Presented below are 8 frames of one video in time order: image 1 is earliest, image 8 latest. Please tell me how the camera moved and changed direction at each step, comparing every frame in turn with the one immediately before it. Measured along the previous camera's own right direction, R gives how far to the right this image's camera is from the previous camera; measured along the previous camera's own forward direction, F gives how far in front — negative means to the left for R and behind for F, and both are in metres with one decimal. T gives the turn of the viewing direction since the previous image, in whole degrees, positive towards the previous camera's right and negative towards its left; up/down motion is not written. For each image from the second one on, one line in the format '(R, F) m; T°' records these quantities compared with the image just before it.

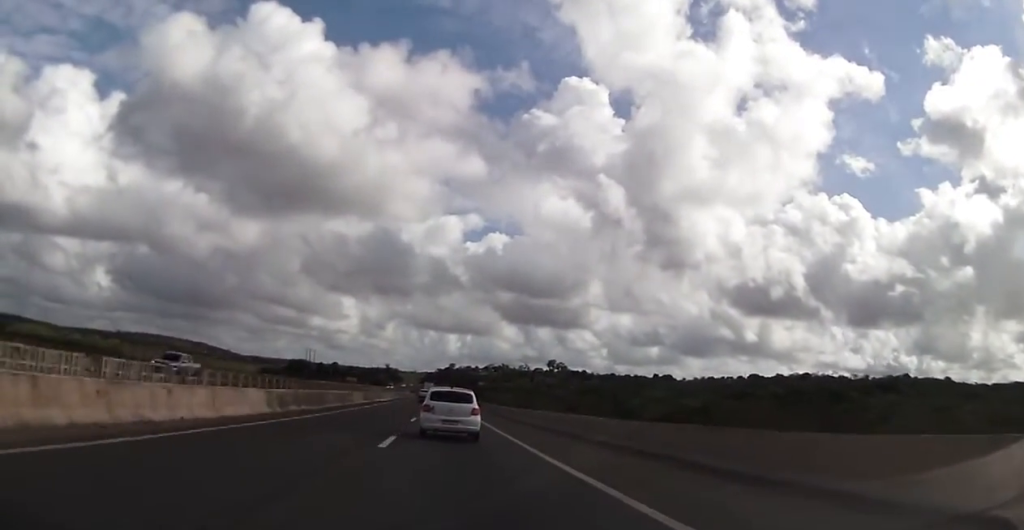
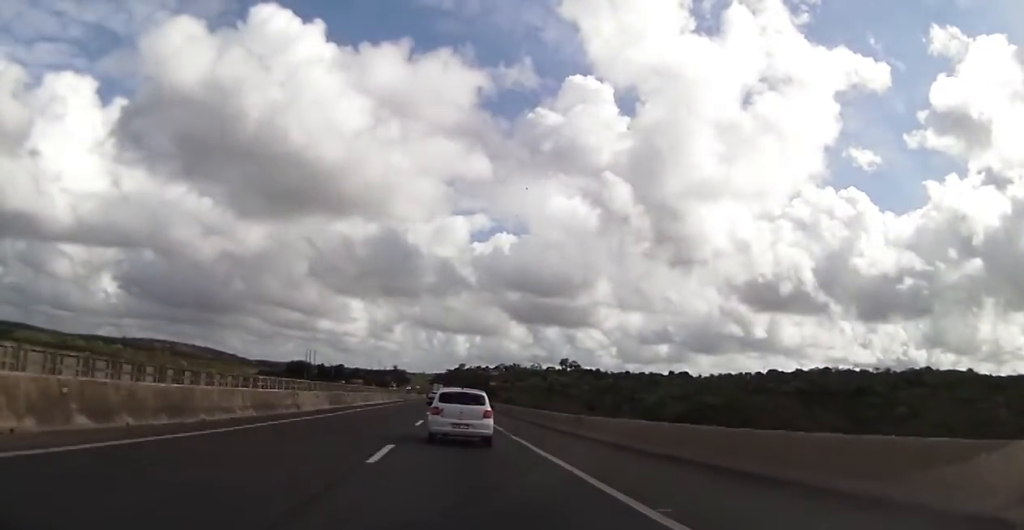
(-0.3, +19.5) m; -1°
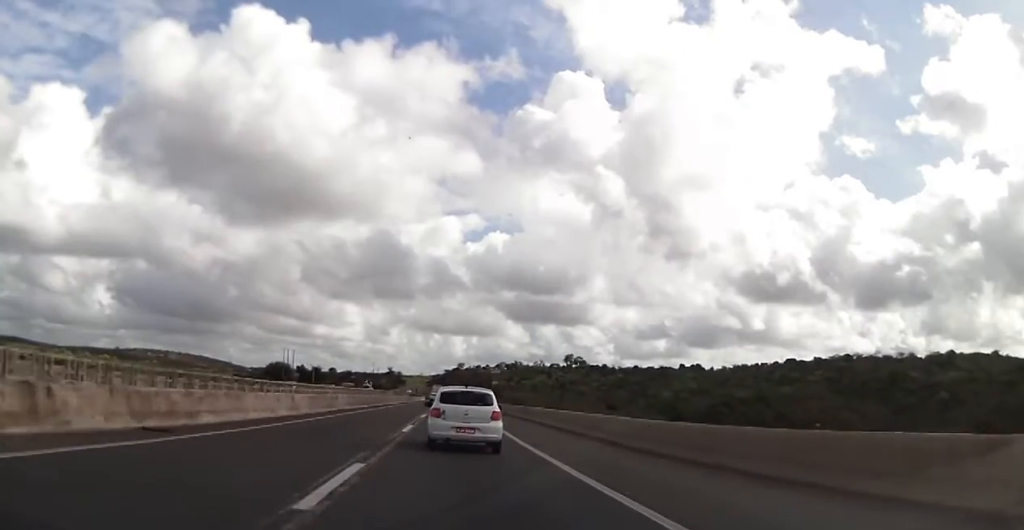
(+0.1, +36.9) m; 0°
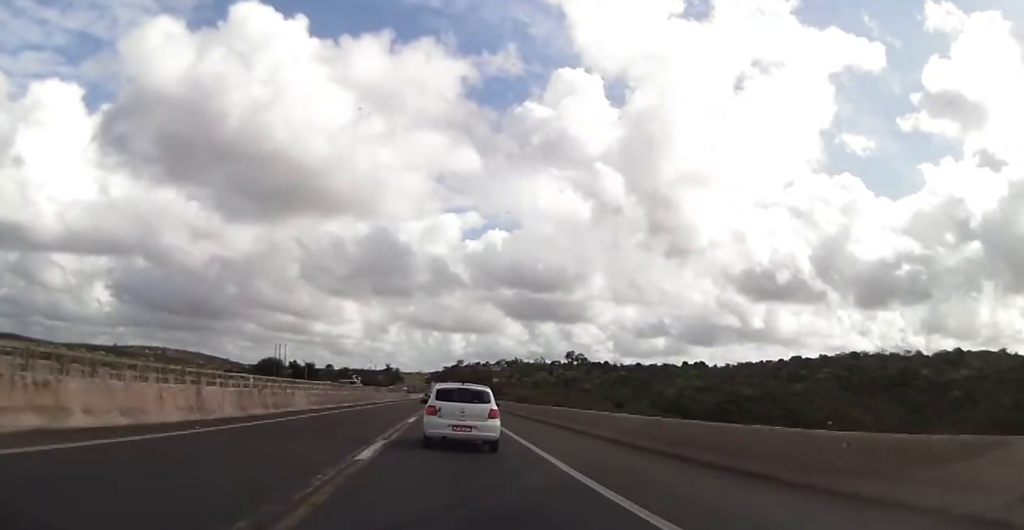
(-0.2, +11.0) m; -1°
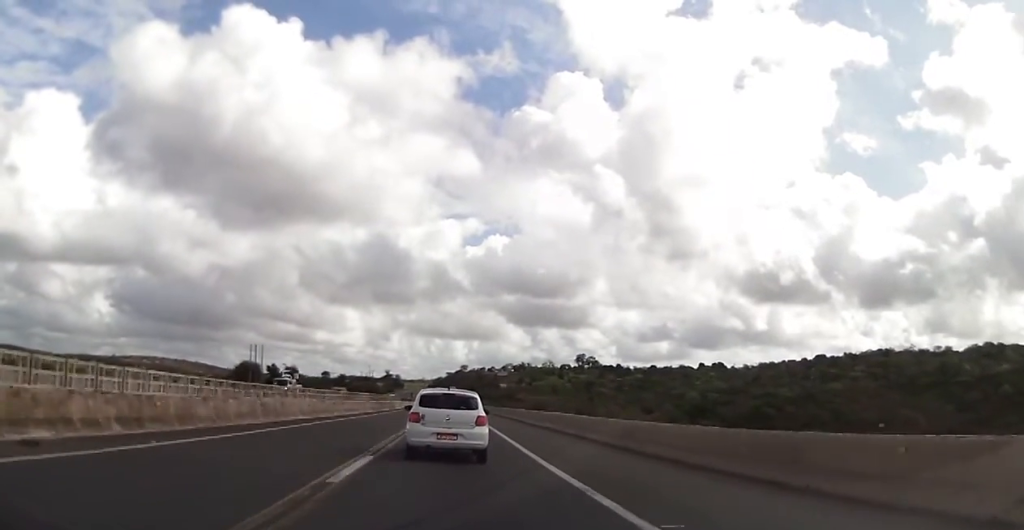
(-0.2, +34.7) m; 0°
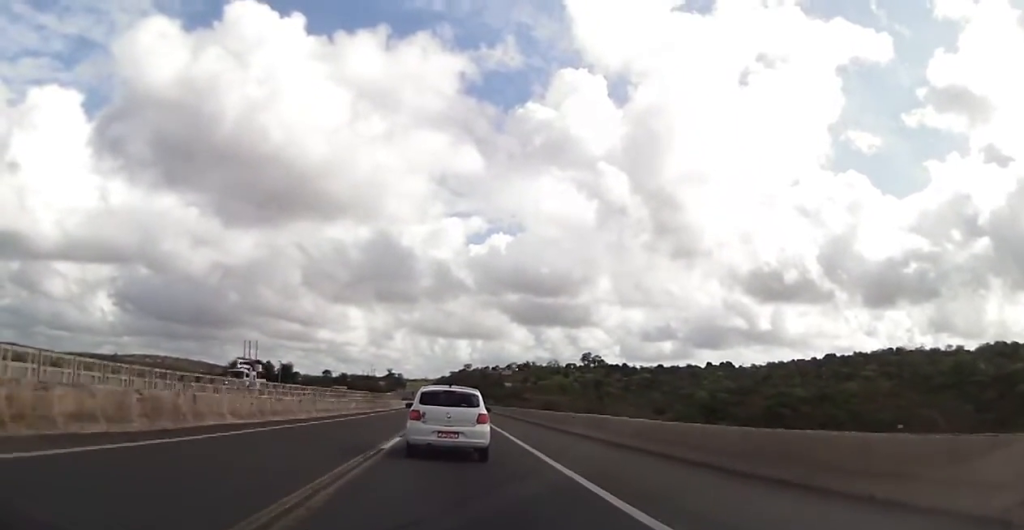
(0.0, +10.0) m; 0°
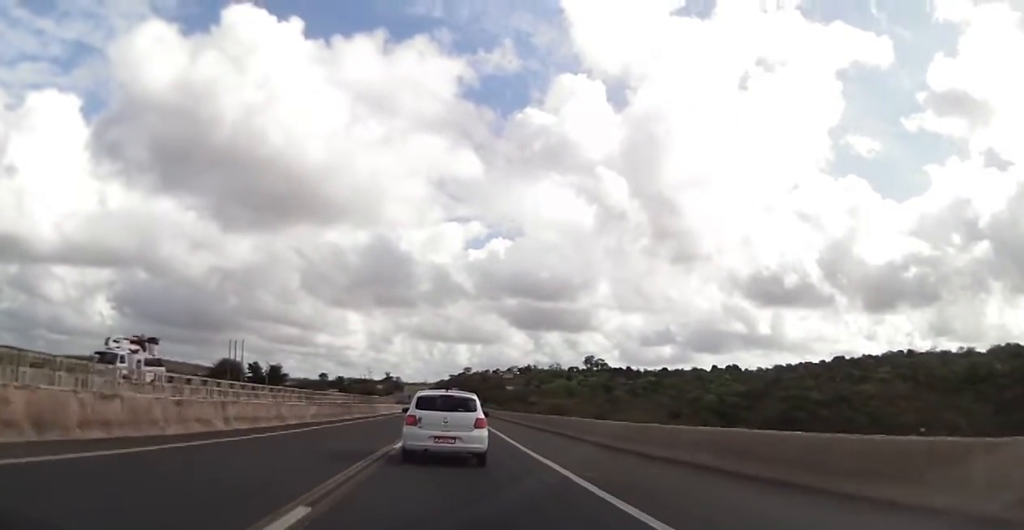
(-0.1, +13.2) m; 0°
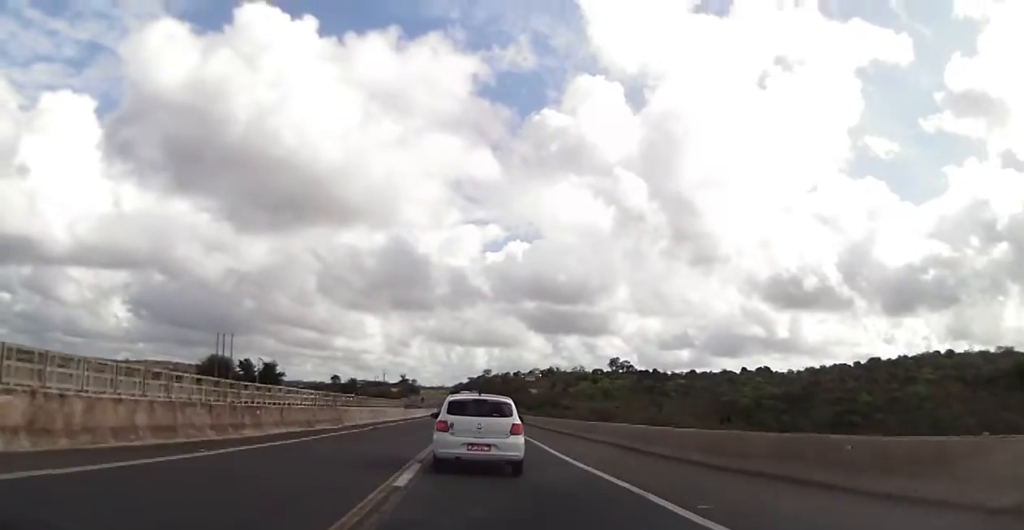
(0.0, +23.9) m; -1°
